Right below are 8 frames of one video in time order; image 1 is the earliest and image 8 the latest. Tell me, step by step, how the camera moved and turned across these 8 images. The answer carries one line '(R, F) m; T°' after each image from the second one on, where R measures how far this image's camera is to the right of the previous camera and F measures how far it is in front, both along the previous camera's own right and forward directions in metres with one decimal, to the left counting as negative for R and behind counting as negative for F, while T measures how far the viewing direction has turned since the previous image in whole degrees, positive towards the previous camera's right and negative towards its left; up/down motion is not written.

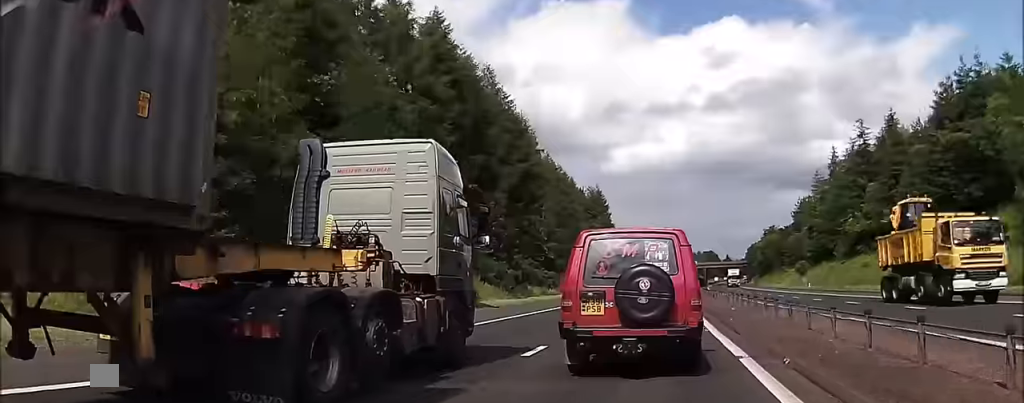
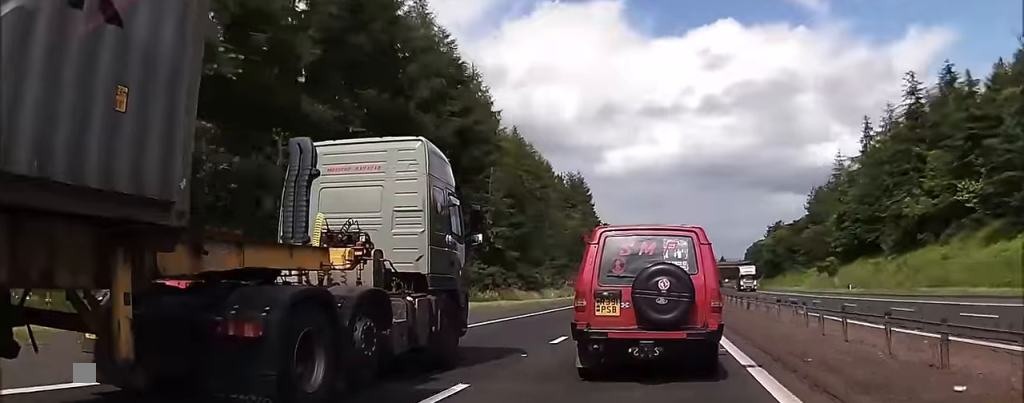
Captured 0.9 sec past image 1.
(+0.4, +22.4) m; +1°
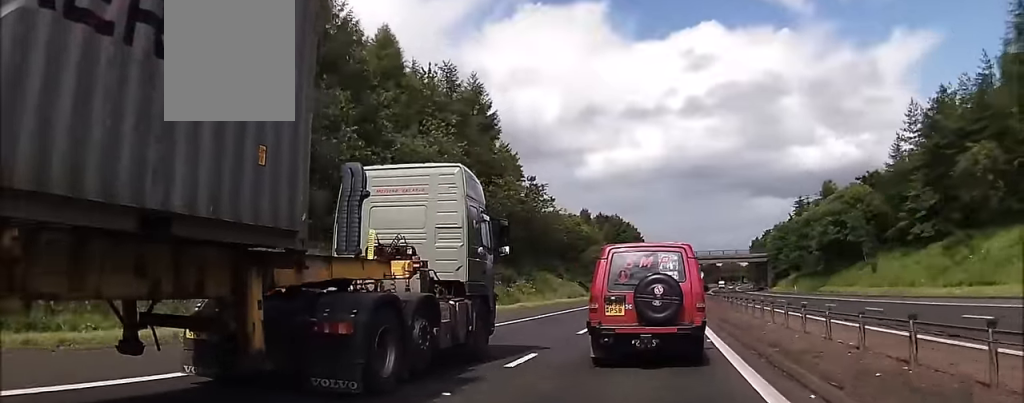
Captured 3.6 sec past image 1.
(+0.7, +66.1) m; +1°
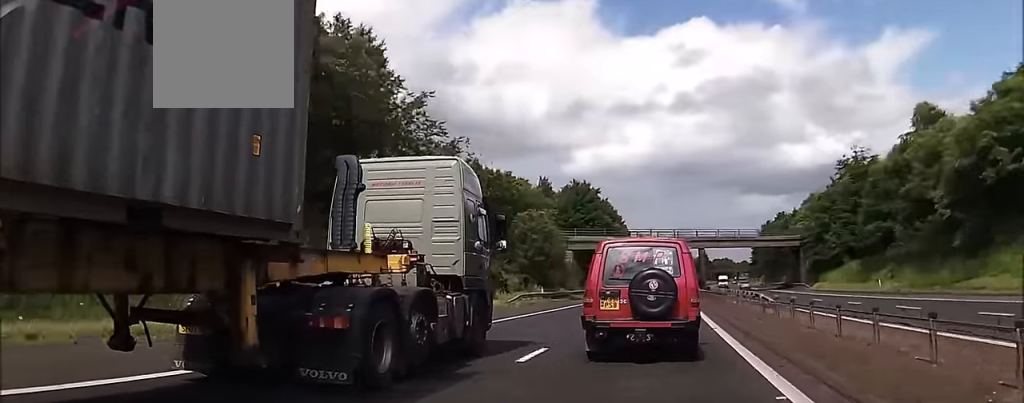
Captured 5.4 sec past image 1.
(-0.1, +42.6) m; +1°
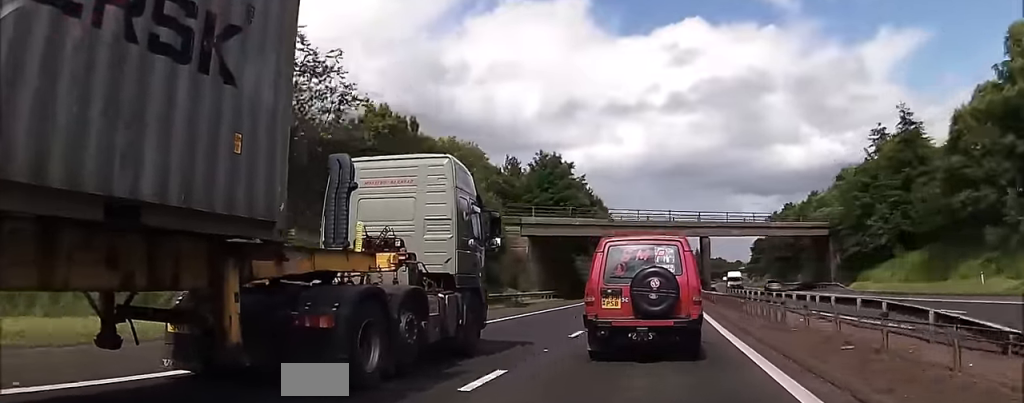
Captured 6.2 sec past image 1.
(+0.2, +20.5) m; +1°
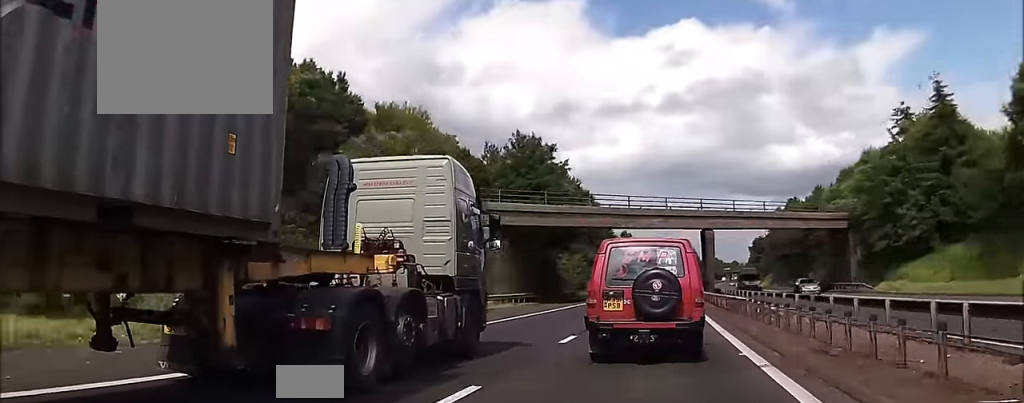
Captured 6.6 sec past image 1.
(0.0, +9.8) m; 0°
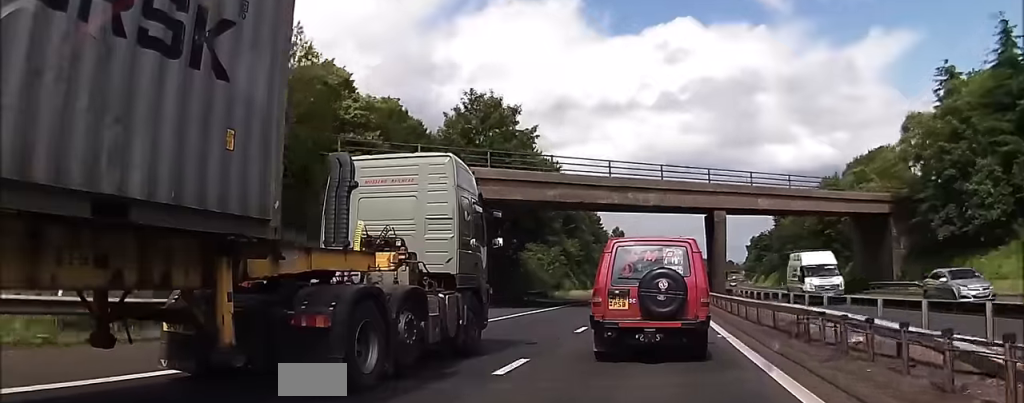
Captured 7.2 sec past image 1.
(+0.1, +13.9) m; 0°
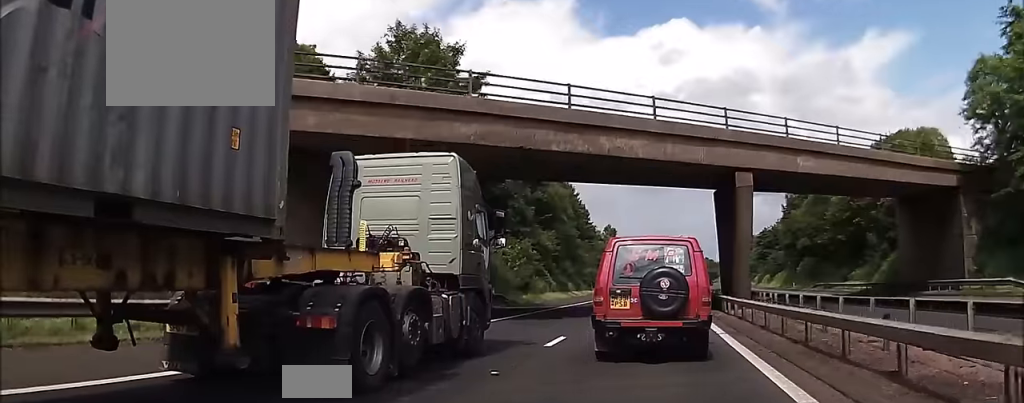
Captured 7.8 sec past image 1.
(0.0, +13.9) m; 0°
